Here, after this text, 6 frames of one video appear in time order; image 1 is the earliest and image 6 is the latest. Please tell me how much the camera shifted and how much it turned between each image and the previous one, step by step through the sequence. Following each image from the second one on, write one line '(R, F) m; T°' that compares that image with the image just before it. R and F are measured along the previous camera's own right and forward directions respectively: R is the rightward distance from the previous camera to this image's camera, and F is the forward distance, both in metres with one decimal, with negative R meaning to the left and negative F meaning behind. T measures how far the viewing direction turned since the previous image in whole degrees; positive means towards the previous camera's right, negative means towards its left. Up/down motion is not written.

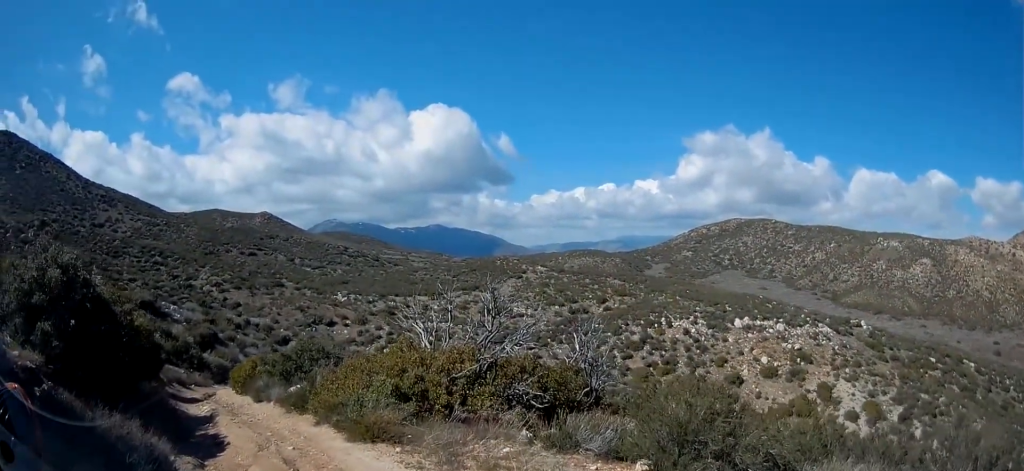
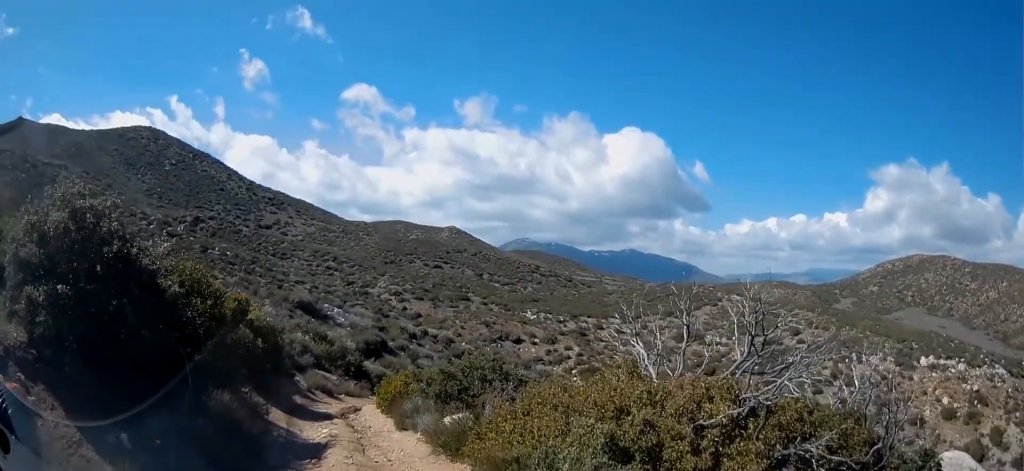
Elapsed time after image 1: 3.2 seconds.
(-1.0, +4.6) m; -28°
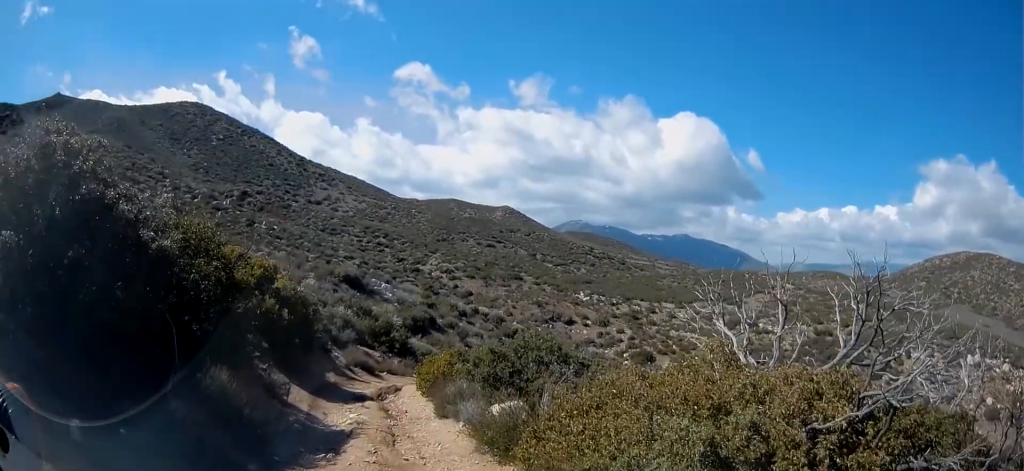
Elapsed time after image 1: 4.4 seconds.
(+0.8, +1.4) m; 0°
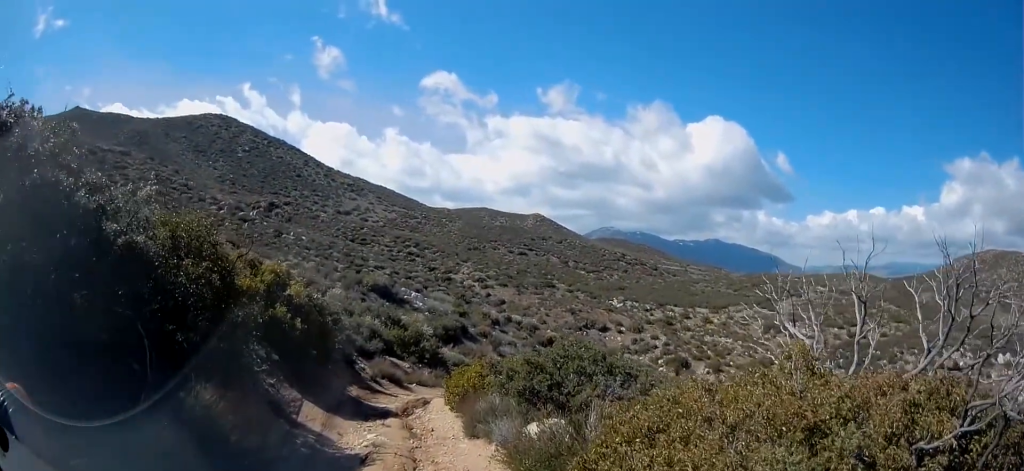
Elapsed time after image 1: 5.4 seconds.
(0.0, +1.5) m; +1°
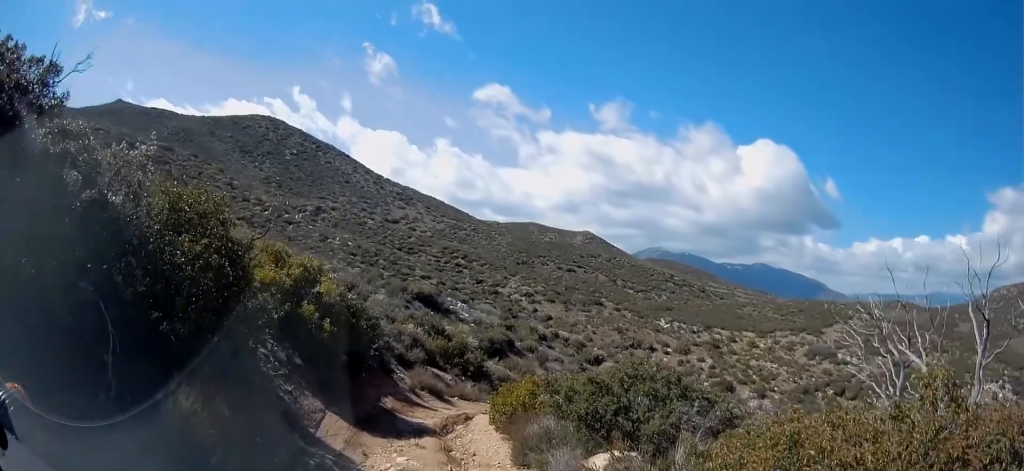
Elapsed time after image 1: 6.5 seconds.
(0.0, +1.7) m; -7°
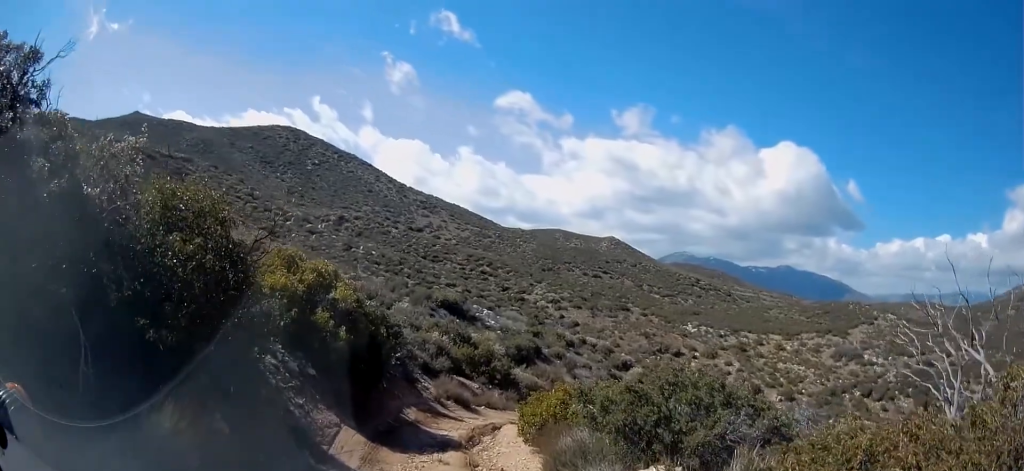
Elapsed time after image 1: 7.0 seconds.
(-0.1, +0.8) m; -4°
